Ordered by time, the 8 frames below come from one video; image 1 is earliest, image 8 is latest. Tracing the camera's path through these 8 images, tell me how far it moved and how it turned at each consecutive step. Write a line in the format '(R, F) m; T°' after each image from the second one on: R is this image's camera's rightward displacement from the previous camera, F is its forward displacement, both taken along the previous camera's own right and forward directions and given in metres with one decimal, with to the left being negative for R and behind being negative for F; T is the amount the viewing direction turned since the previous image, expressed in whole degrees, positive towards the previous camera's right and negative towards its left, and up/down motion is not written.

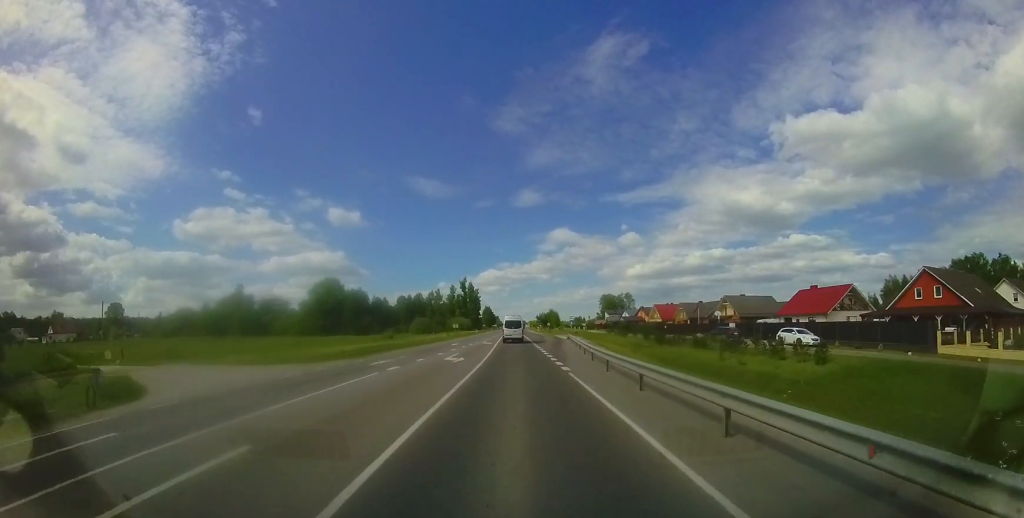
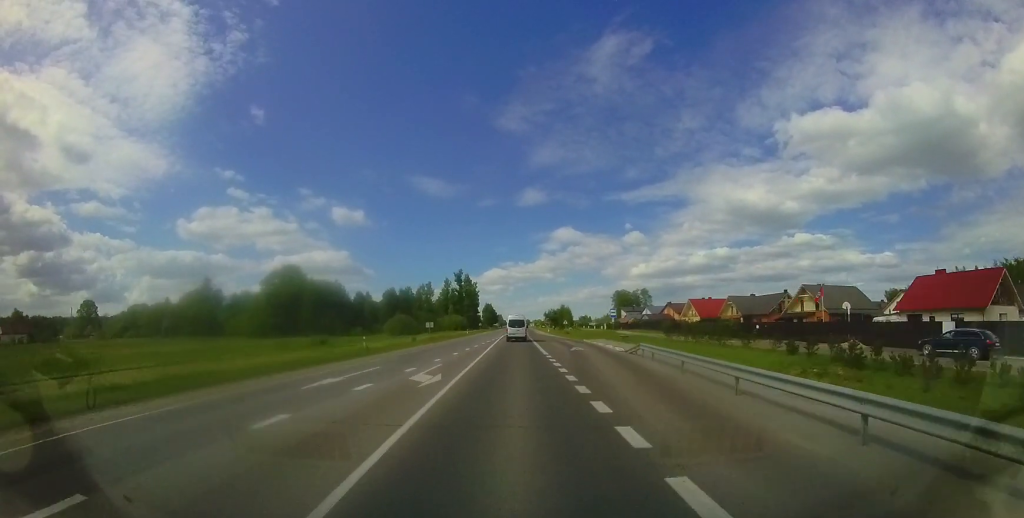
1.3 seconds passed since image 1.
(-0.2, +25.0) m; 0°
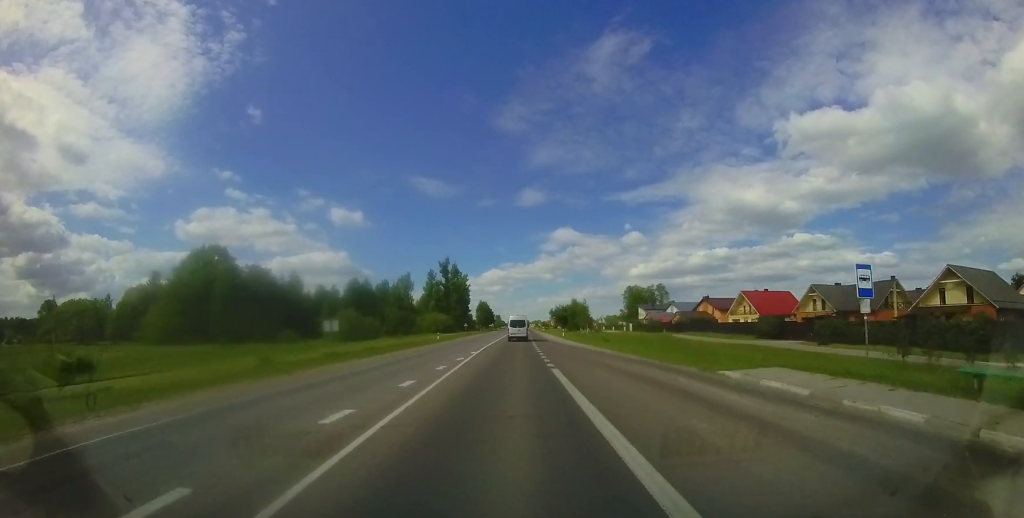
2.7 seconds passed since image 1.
(0.0, +27.3) m; 0°
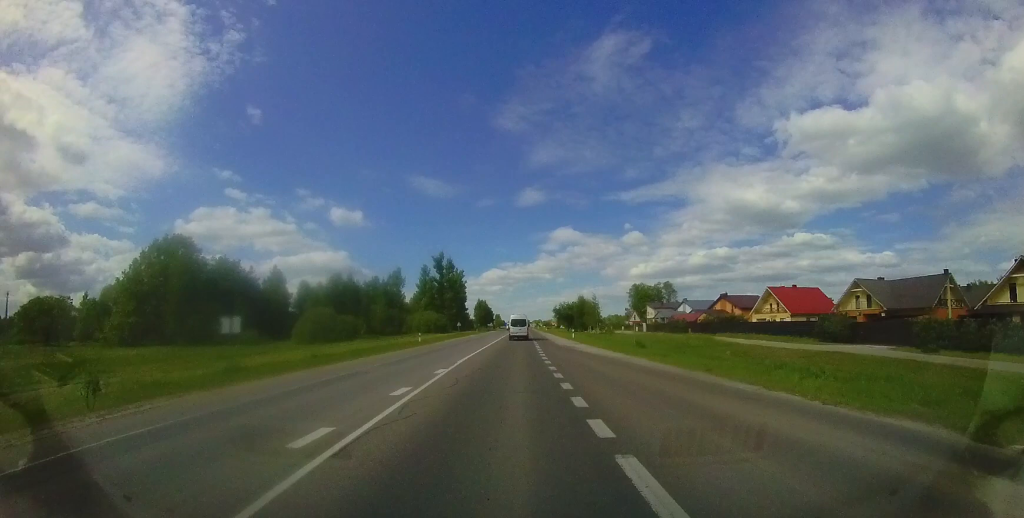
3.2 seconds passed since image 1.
(+0.1, +9.5) m; 0°
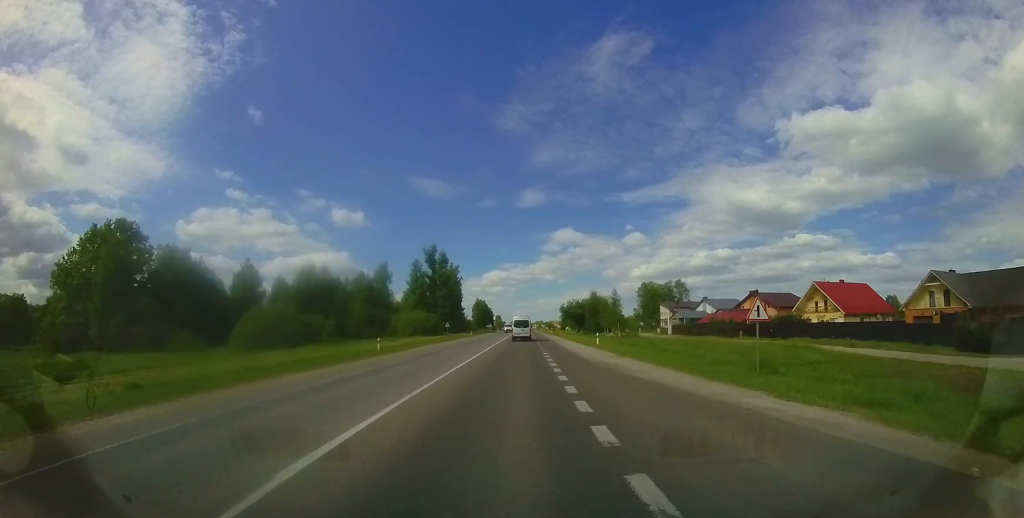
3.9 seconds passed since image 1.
(-0.2, +12.6) m; 0°
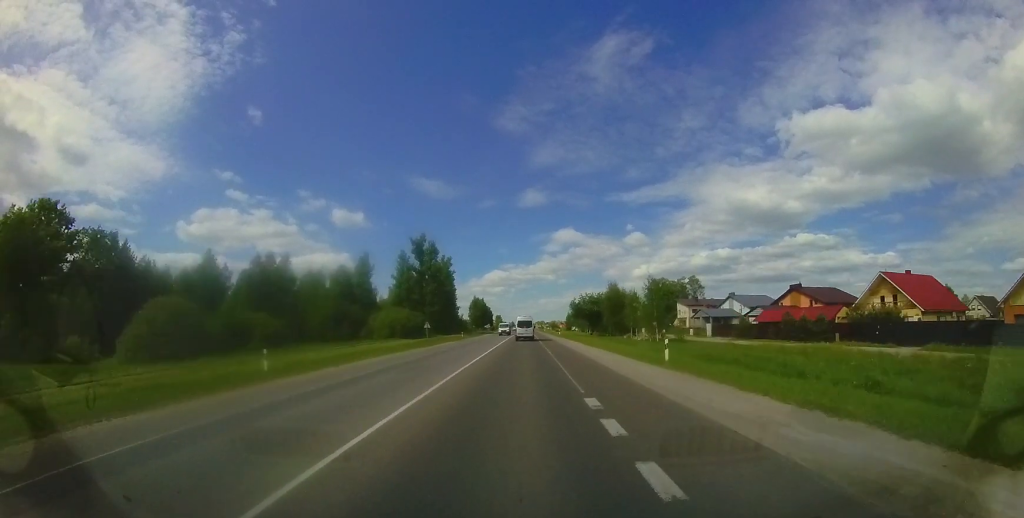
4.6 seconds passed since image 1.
(0.0, +14.1) m; 0°
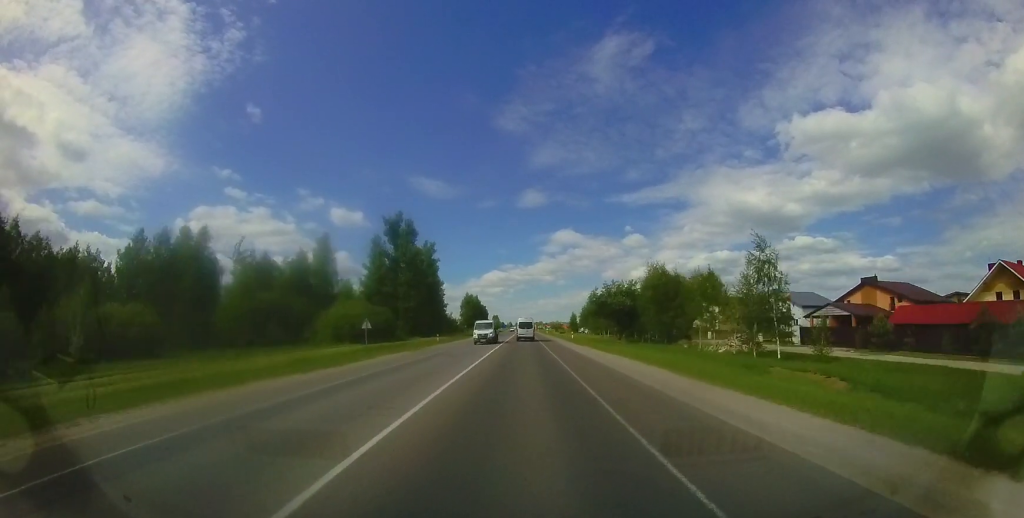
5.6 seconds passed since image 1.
(+0.2, +17.9) m; +1°
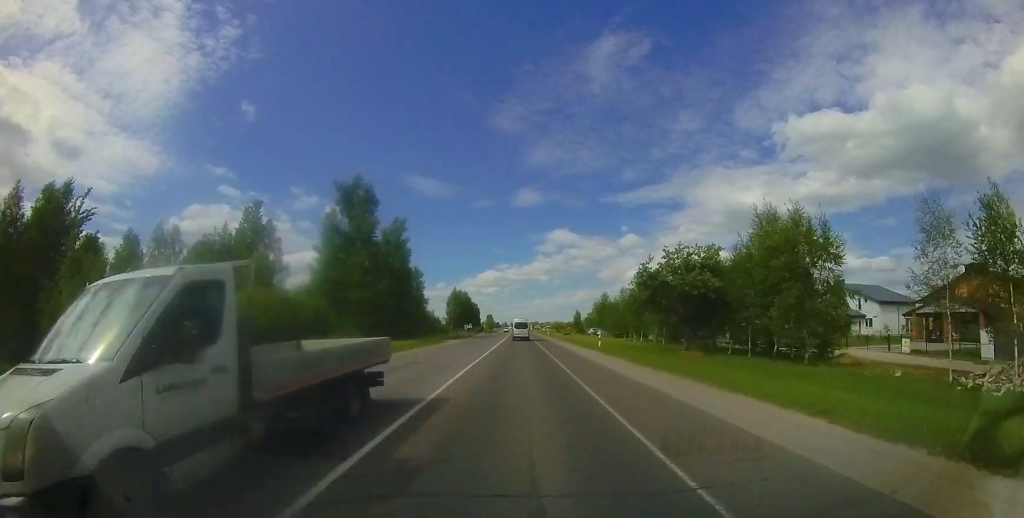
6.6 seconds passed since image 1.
(+0.1, +18.7) m; +1°
